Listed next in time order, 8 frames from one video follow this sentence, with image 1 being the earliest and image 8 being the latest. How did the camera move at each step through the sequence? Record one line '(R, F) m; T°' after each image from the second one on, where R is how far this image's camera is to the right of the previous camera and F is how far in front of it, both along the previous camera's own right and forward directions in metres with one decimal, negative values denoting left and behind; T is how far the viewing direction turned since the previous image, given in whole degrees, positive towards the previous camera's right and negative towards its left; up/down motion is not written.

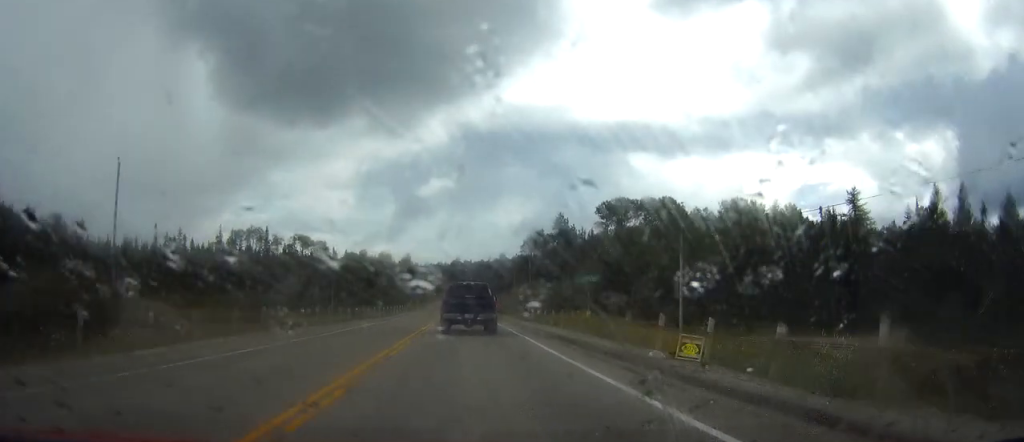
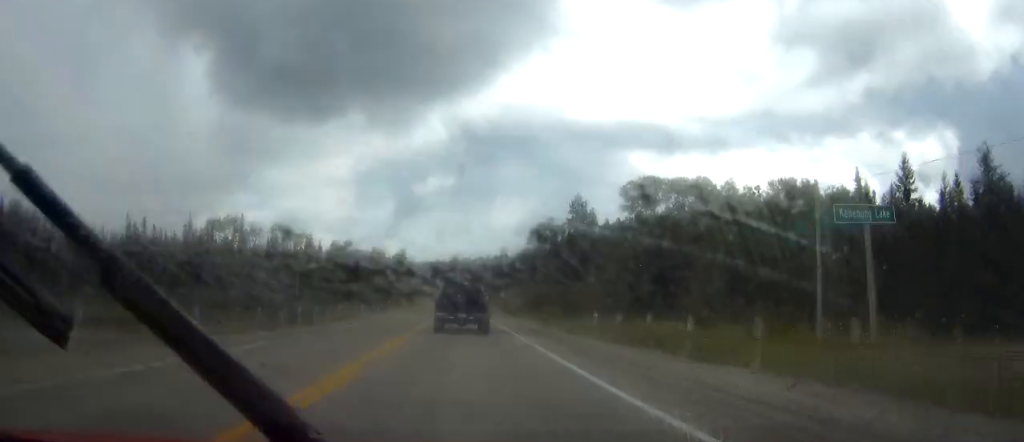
(-0.1, +25.0) m; 0°
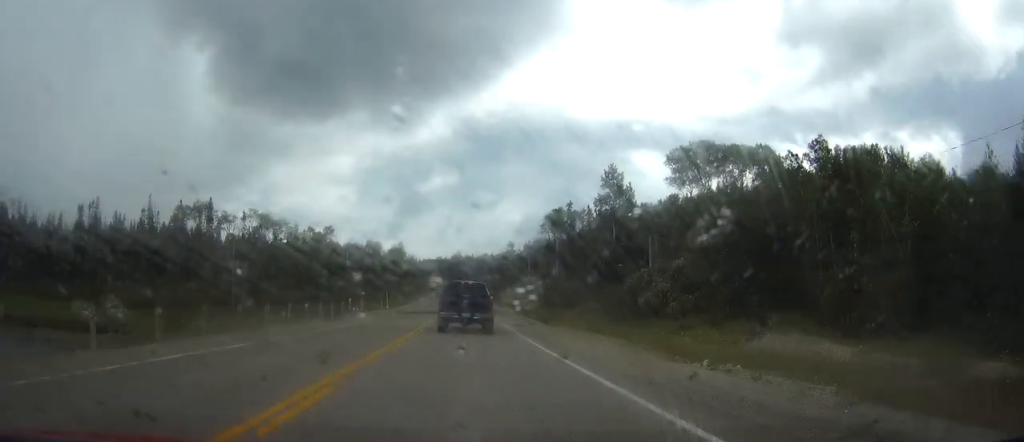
(-0.1, +28.3) m; 0°
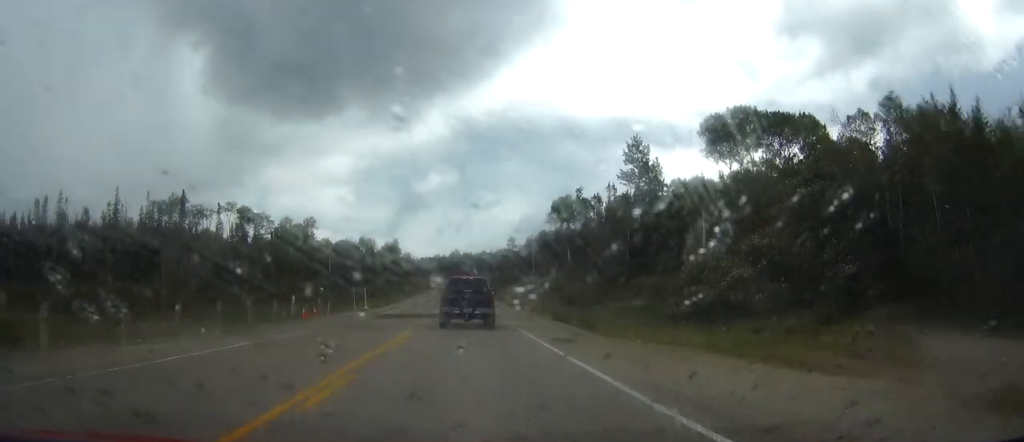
(0.0, +16.8) m; 0°
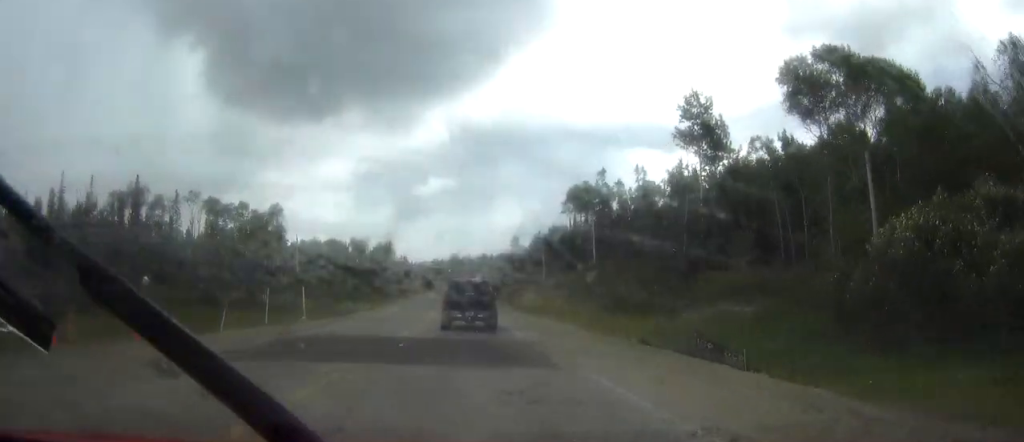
(0.0, +24.1) m; 0°
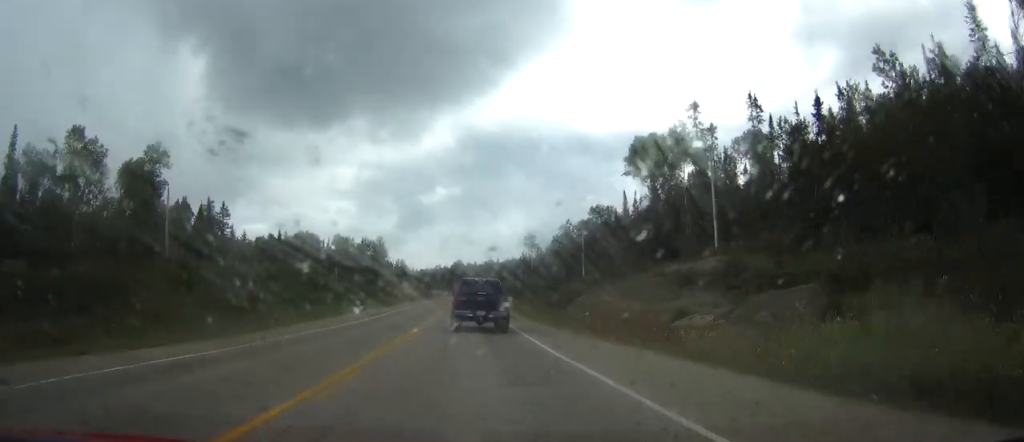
(+0.2, +46.2) m; 0°
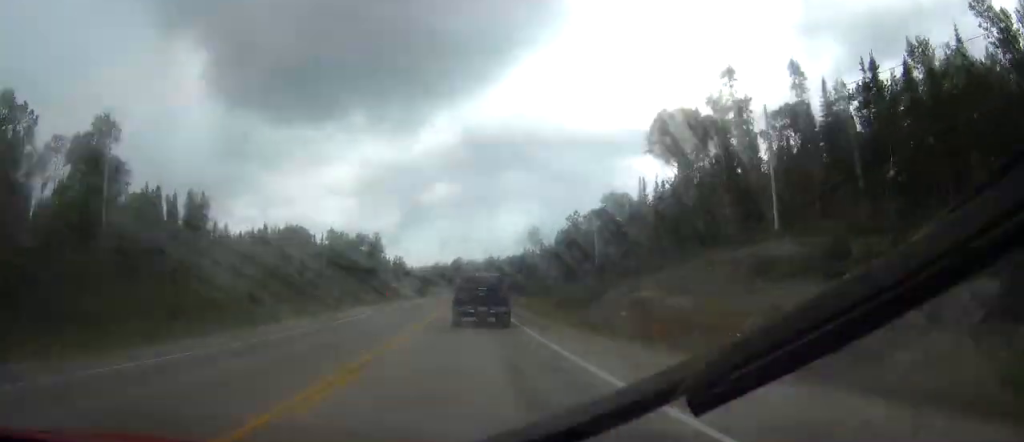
(0.0, +10.7) m; 0°
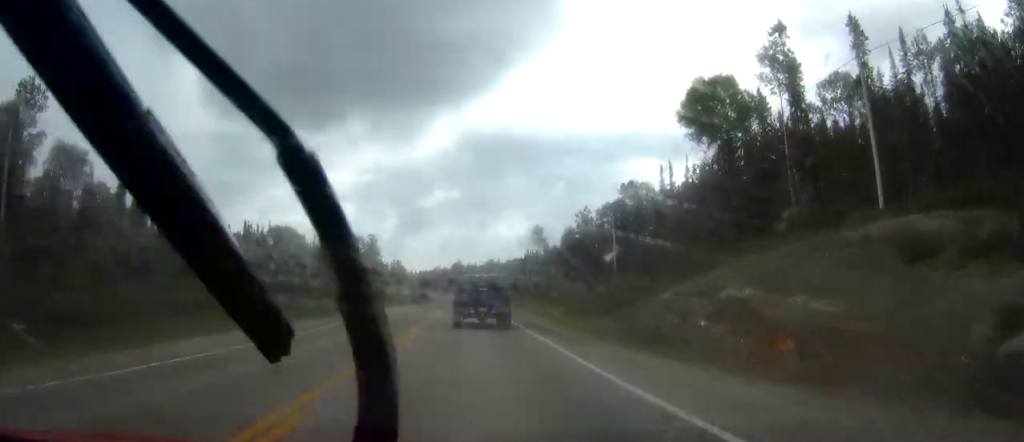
(-0.1, +12.1) m; 0°
